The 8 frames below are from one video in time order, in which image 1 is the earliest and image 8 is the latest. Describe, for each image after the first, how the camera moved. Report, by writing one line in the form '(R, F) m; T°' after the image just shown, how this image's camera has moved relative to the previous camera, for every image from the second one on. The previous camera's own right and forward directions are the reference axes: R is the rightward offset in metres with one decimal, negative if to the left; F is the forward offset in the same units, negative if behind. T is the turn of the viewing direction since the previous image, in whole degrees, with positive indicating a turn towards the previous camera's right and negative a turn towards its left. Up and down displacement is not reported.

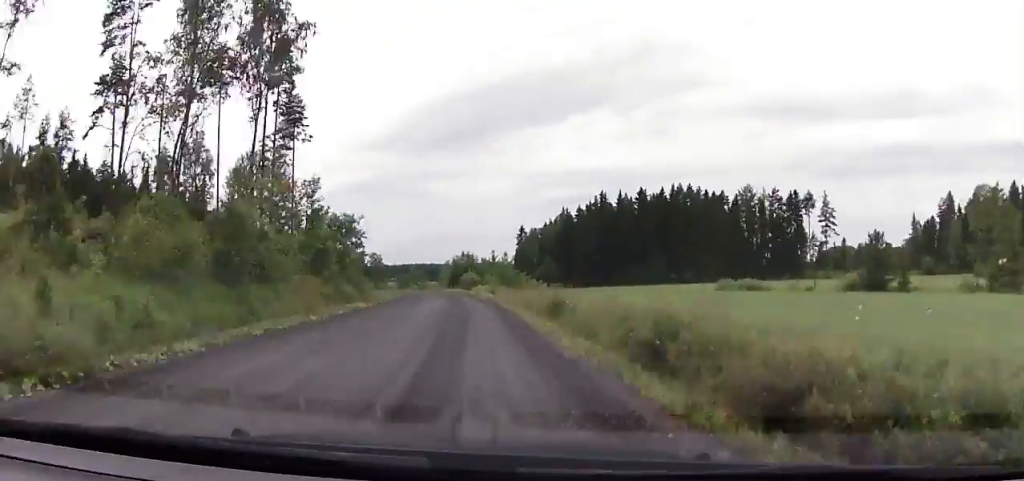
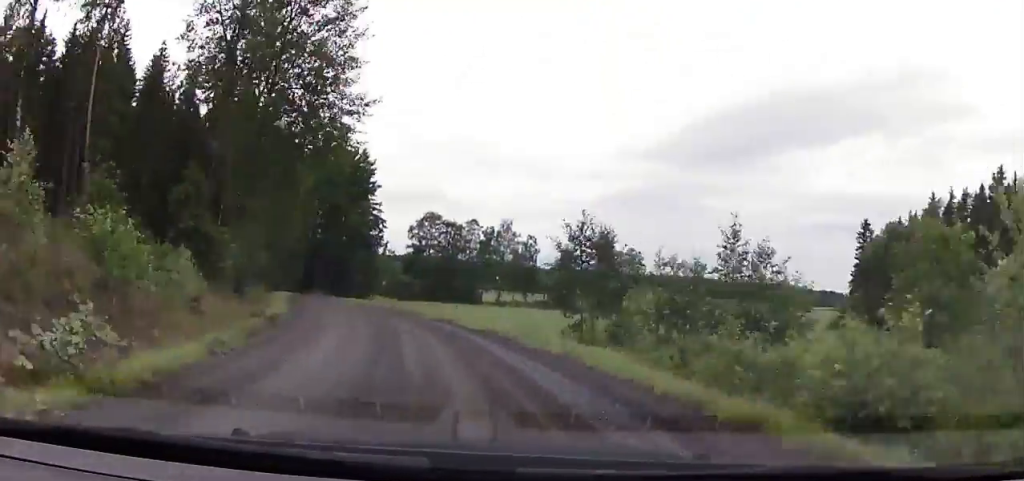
(-7.0, +68.5) m; -9°
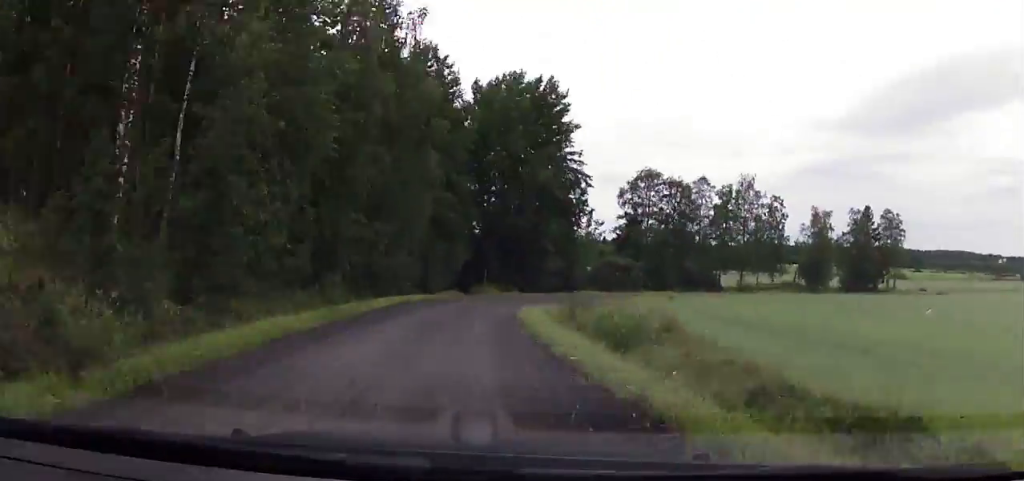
(-6.0, +30.7) m; -1°
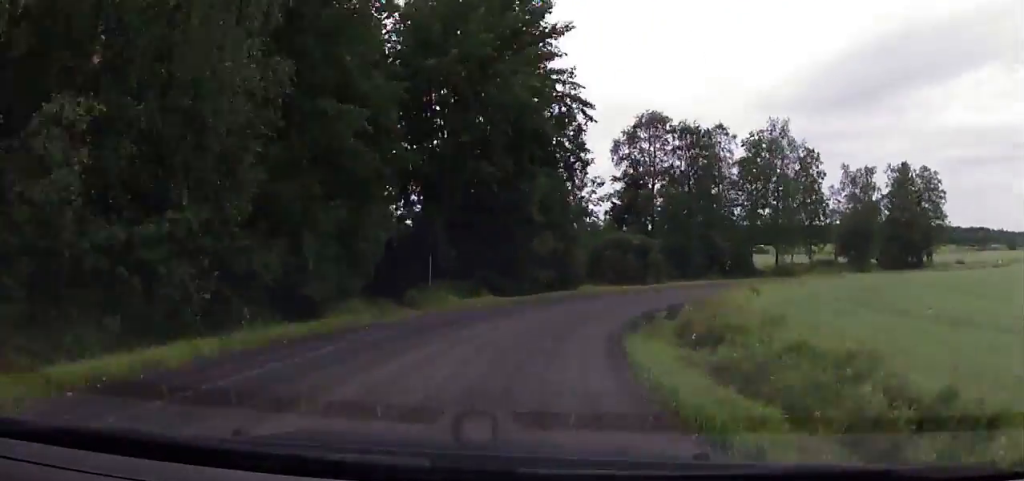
(+1.5, +31.8) m; +9°
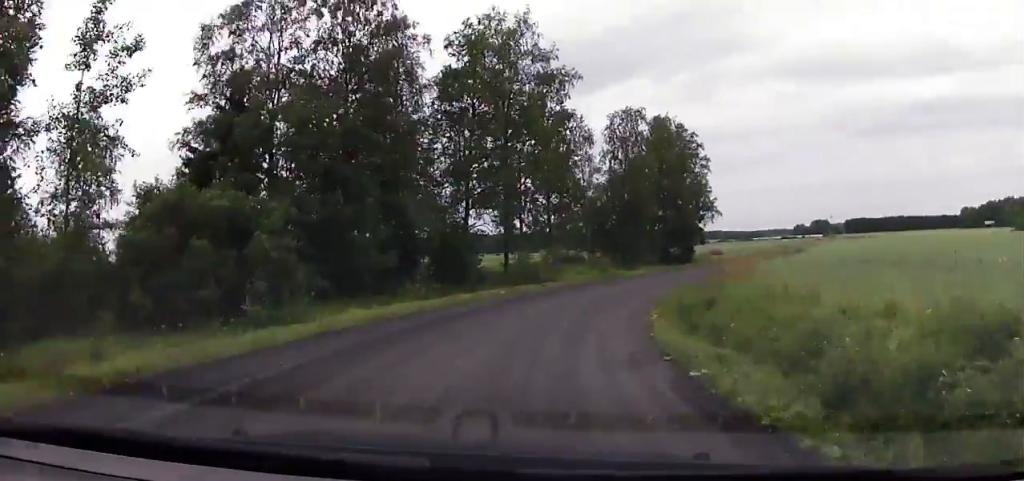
(+5.7, +48.8) m; +23°
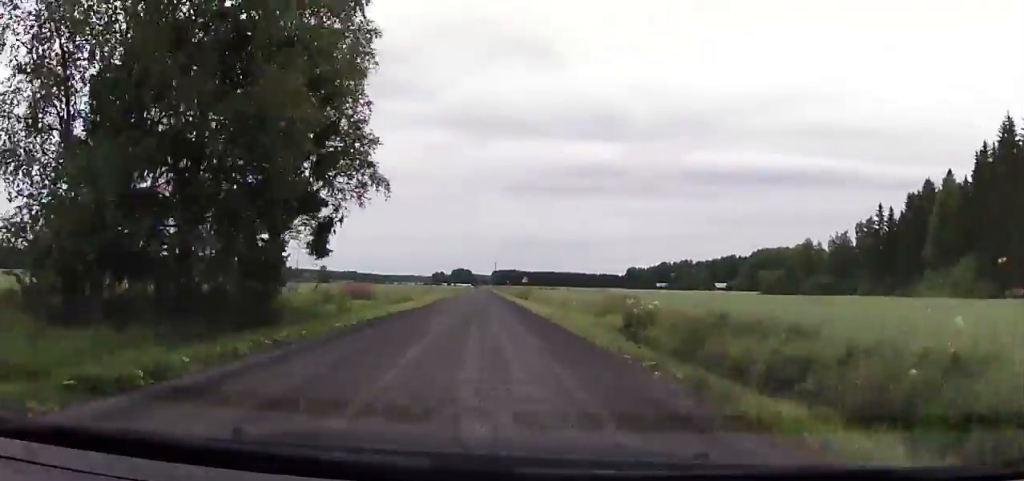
(+17.1, +61.3) m; +17°
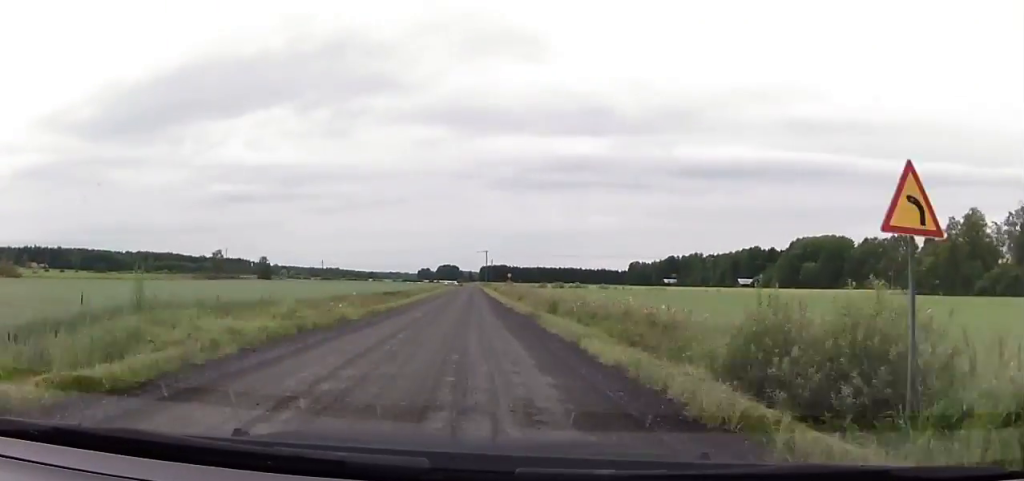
(+1.4, +59.7) m; +2°
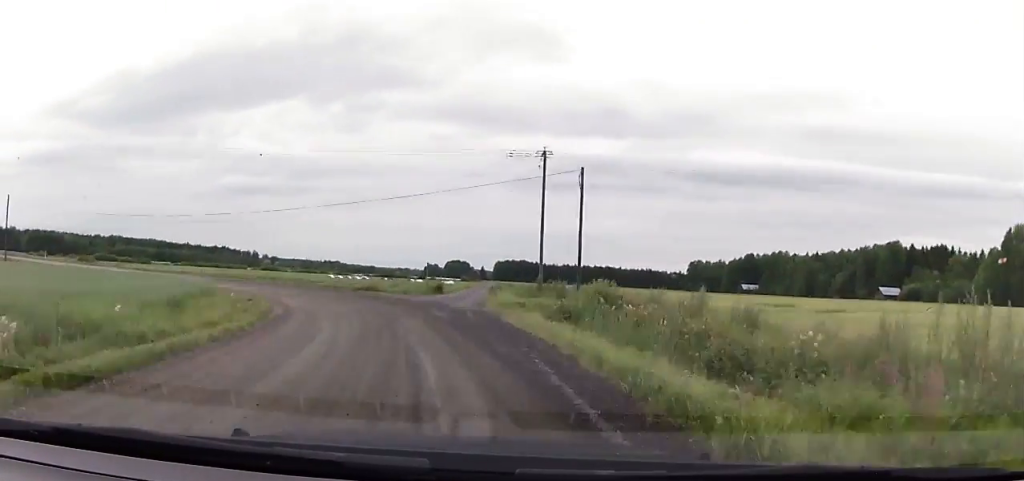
(-10.8, +129.5) m; -27°
